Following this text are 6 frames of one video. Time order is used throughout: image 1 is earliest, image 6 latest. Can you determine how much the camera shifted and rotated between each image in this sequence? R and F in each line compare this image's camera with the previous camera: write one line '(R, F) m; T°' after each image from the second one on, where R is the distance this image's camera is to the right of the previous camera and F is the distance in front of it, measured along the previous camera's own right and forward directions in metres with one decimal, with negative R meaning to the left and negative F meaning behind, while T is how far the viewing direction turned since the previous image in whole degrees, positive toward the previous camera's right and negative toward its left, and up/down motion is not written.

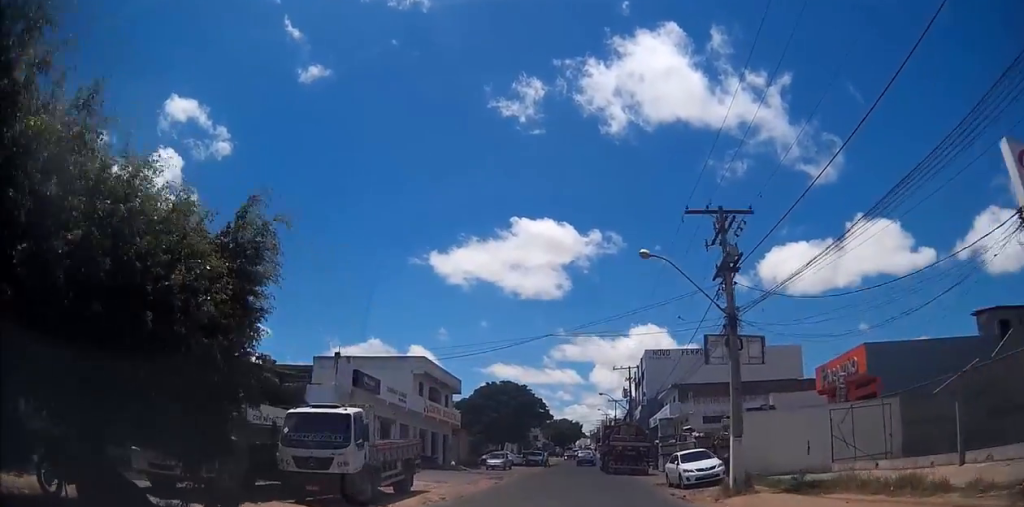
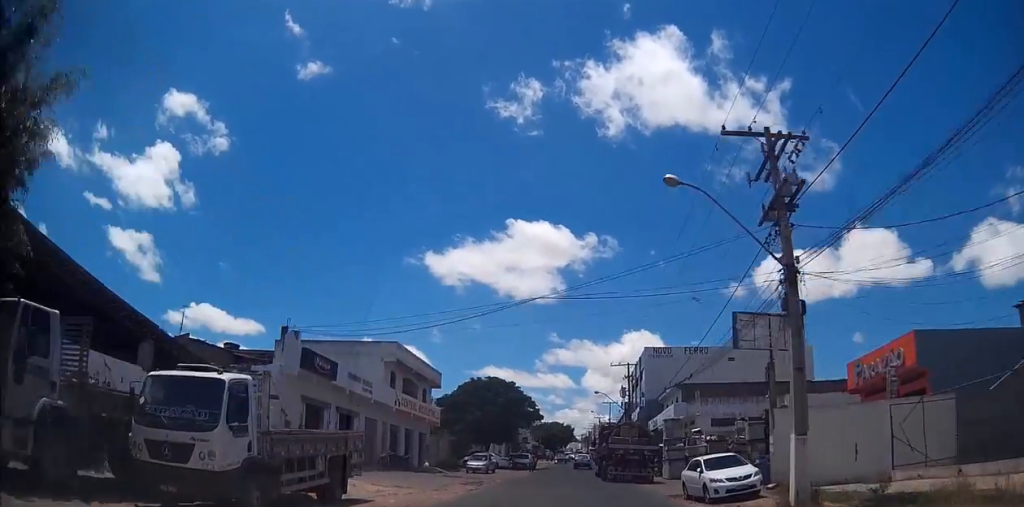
(-0.1, +5.7) m; 0°
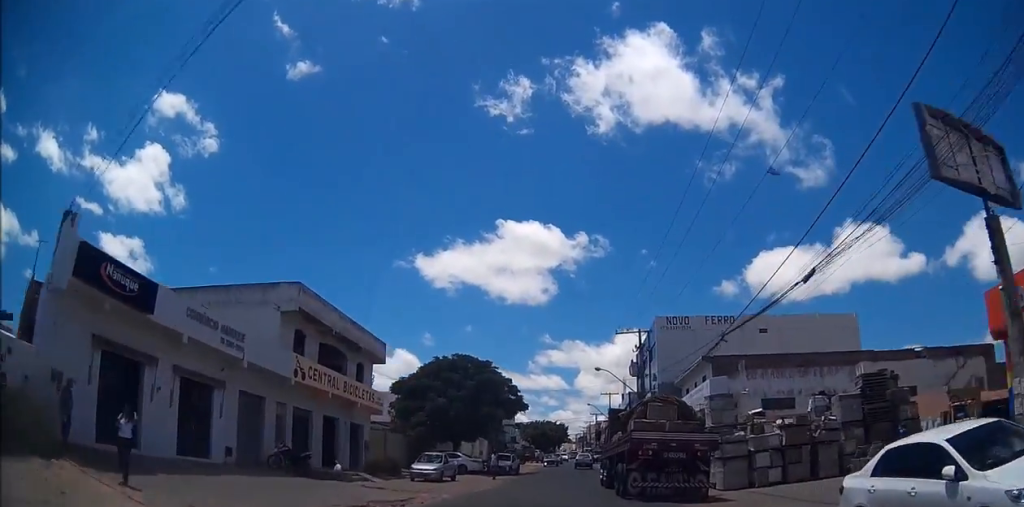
(+0.4, +13.9) m; +2°
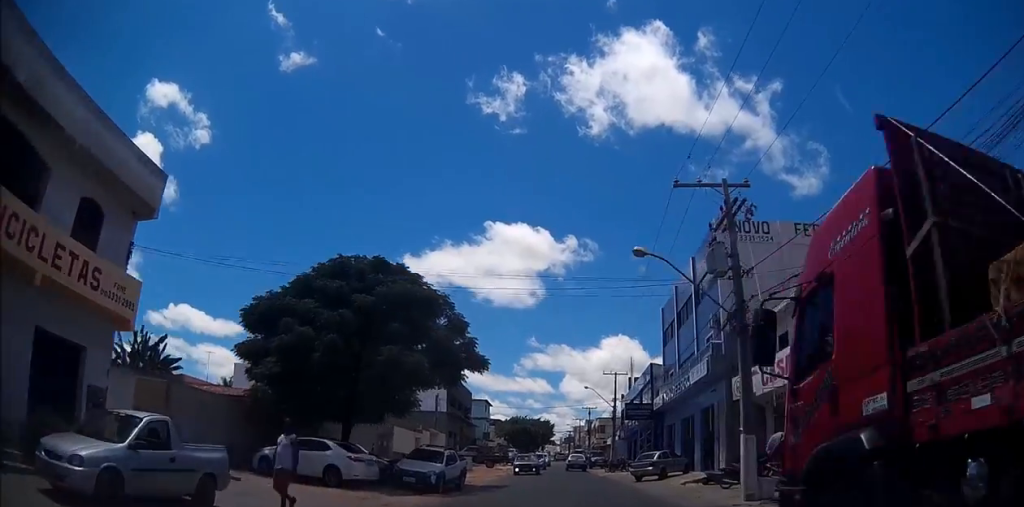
(0.0, +23.4) m; +2°
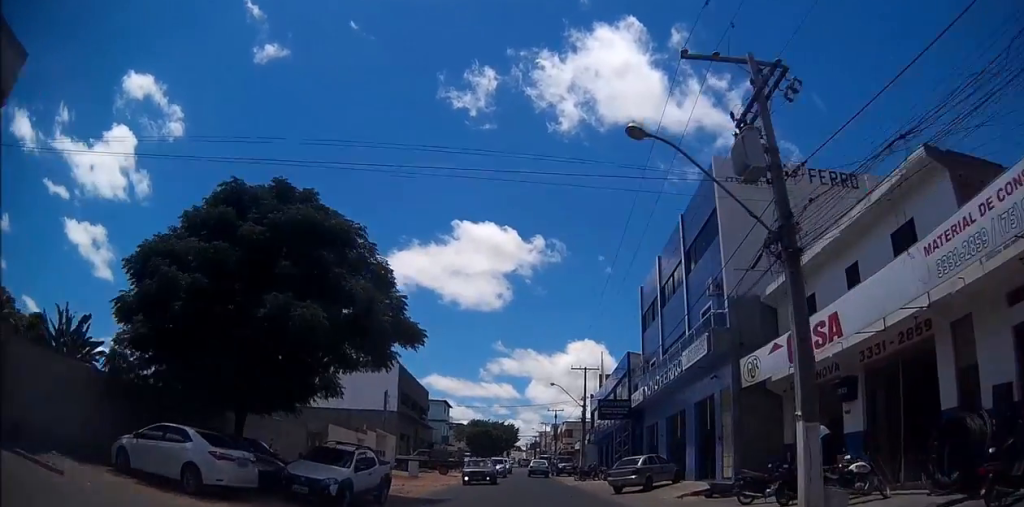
(+0.1, +6.5) m; +1°
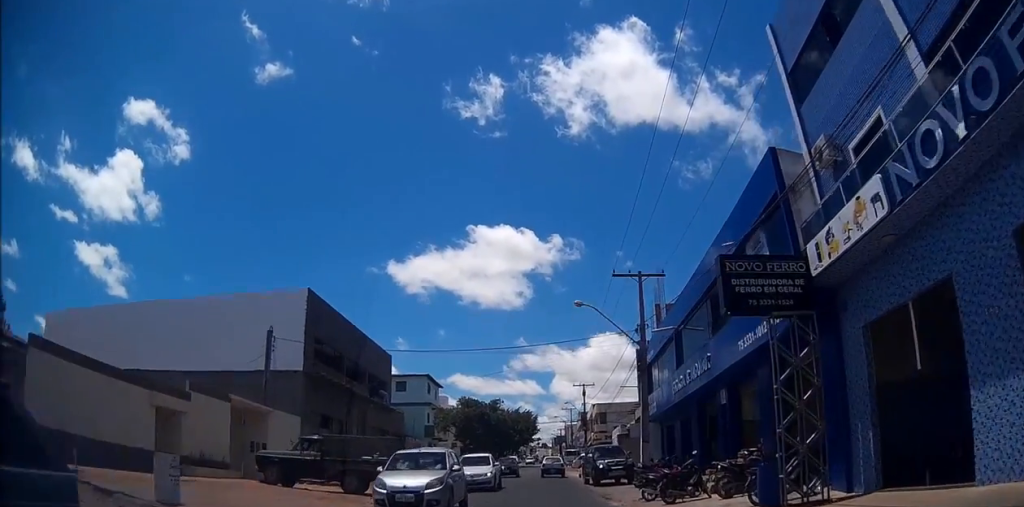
(+0.3, +25.7) m; 0°
